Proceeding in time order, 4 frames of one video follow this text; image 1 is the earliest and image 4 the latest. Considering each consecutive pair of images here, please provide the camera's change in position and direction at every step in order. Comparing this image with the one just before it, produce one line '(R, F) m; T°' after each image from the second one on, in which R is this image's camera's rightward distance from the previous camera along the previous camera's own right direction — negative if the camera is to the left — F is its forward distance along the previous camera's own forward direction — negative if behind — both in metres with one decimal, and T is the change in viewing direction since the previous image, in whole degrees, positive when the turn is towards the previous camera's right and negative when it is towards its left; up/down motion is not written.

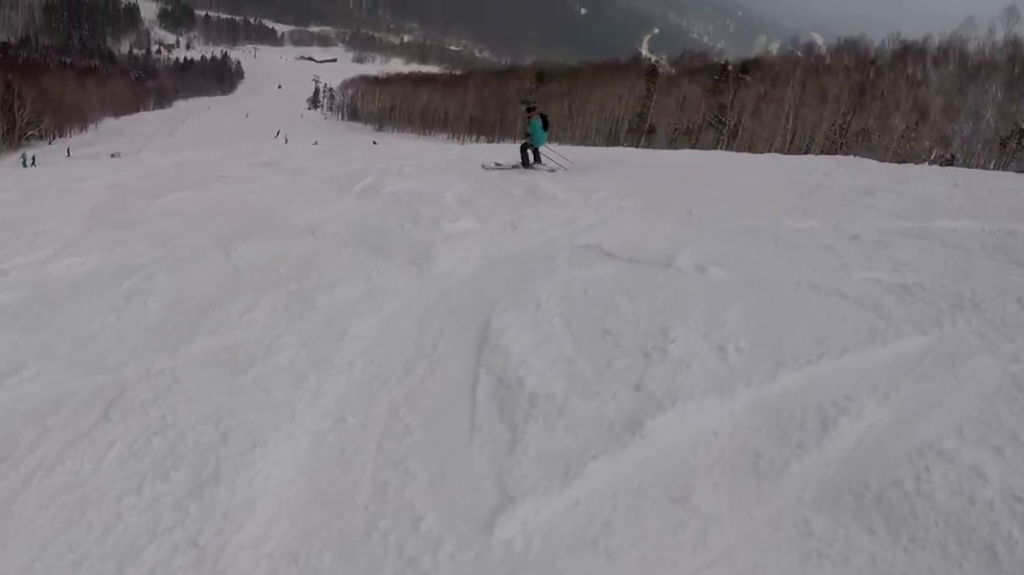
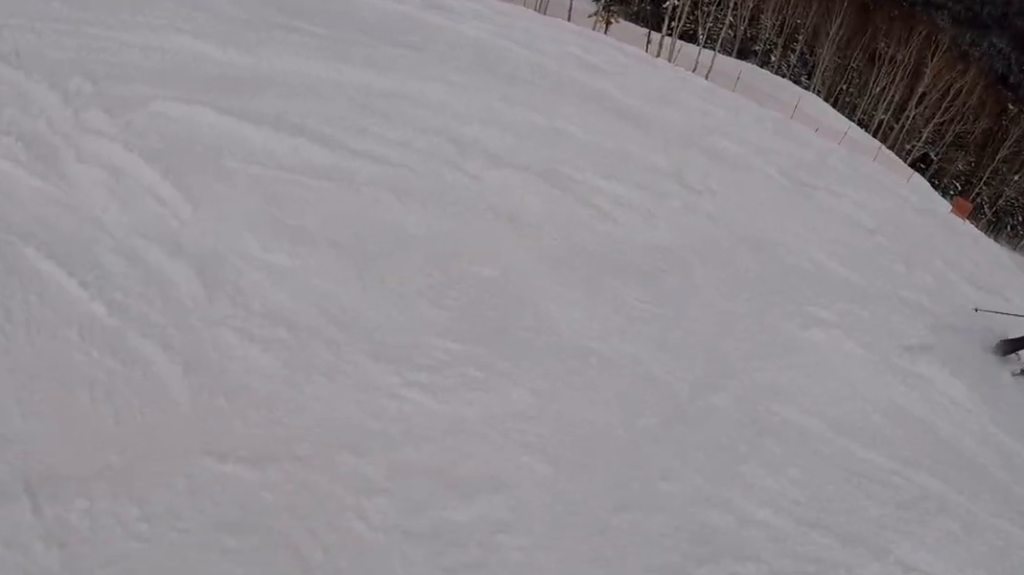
(-5.6, +6.5) m; -57°
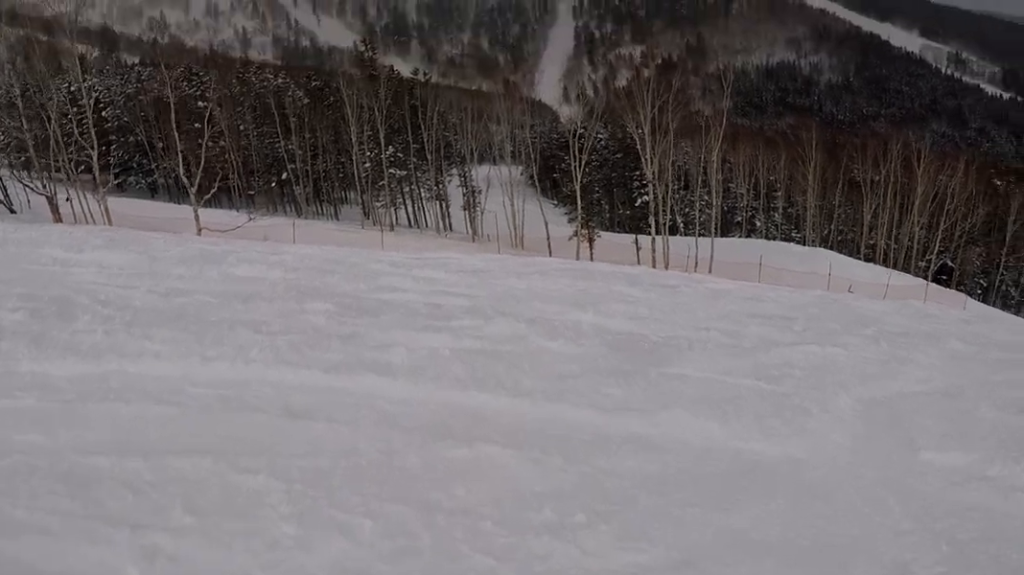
(+0.1, +6.7) m; +31°
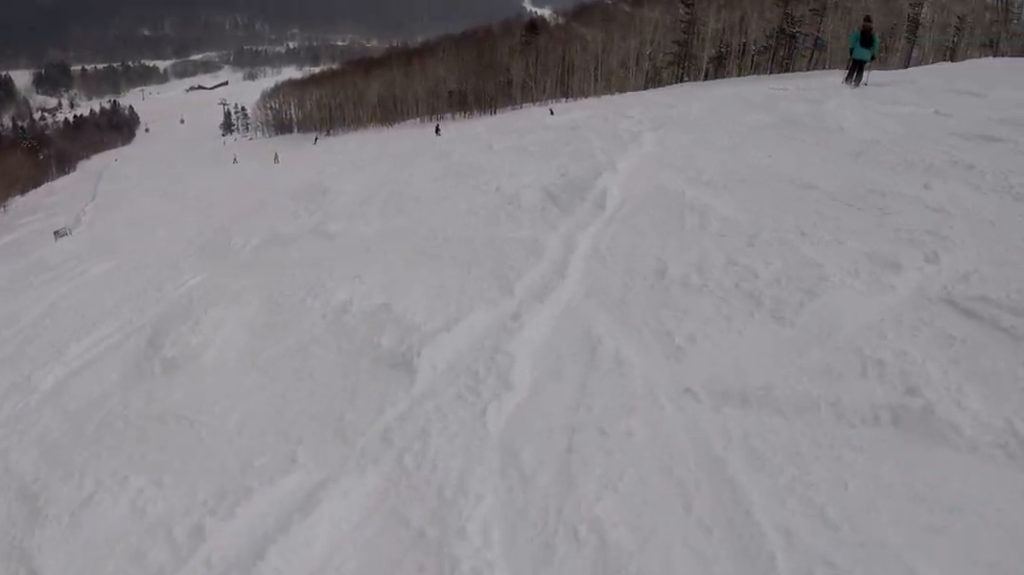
(+9.0, +8.1) m; +72°
